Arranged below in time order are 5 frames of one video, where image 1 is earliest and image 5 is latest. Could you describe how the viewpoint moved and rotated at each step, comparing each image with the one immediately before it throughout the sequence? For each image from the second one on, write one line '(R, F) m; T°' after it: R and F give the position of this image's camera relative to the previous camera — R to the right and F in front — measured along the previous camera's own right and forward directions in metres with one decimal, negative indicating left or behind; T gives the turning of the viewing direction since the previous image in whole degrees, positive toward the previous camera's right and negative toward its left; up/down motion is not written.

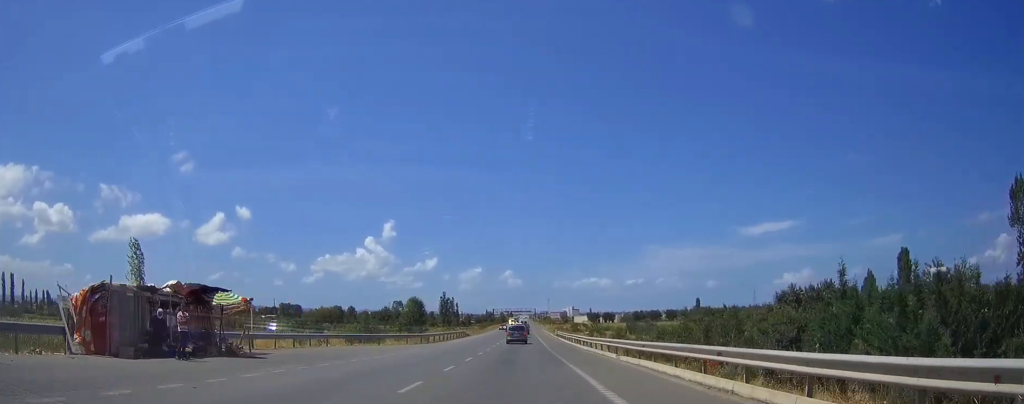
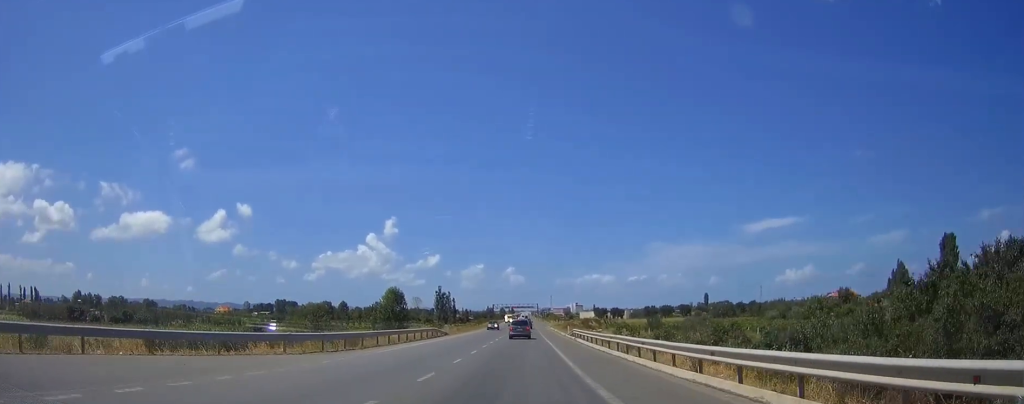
(0.0, +28.6) m; 0°
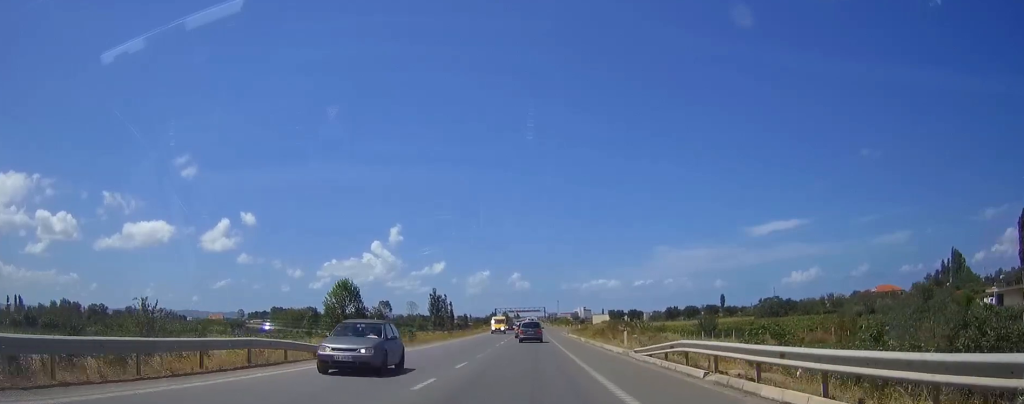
(-0.3, +40.2) m; -1°
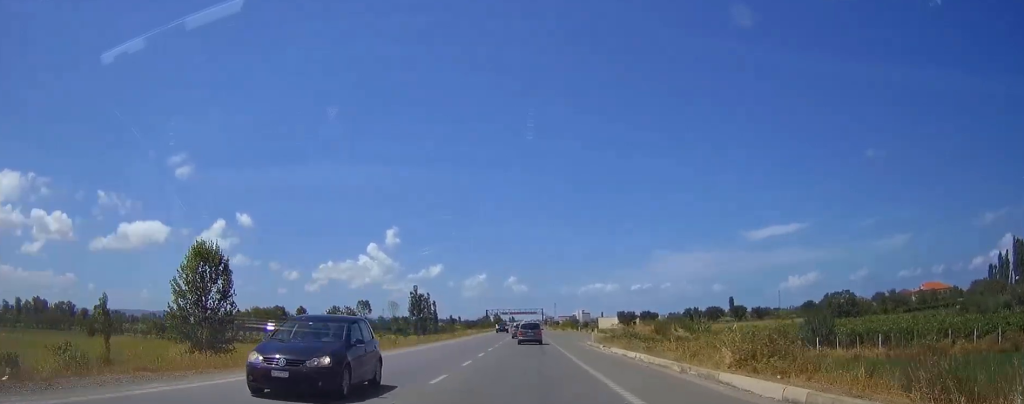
(-0.2, +43.3) m; 0°
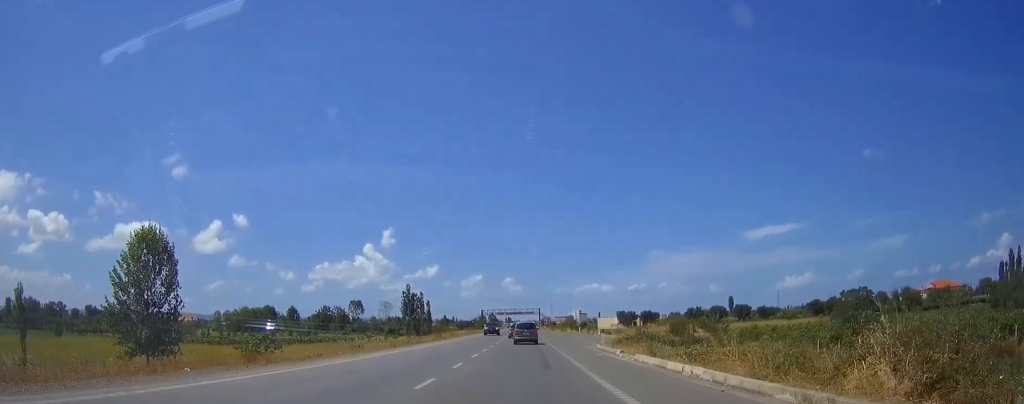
(+0.1, +8.5) m; 0°
